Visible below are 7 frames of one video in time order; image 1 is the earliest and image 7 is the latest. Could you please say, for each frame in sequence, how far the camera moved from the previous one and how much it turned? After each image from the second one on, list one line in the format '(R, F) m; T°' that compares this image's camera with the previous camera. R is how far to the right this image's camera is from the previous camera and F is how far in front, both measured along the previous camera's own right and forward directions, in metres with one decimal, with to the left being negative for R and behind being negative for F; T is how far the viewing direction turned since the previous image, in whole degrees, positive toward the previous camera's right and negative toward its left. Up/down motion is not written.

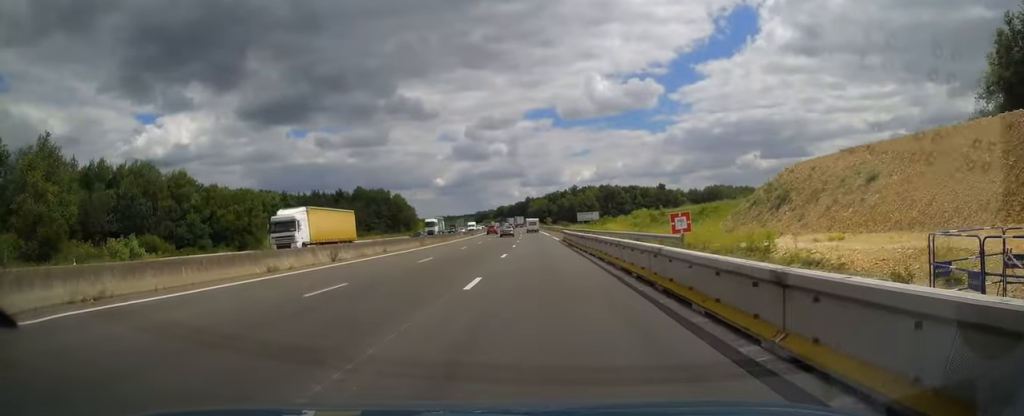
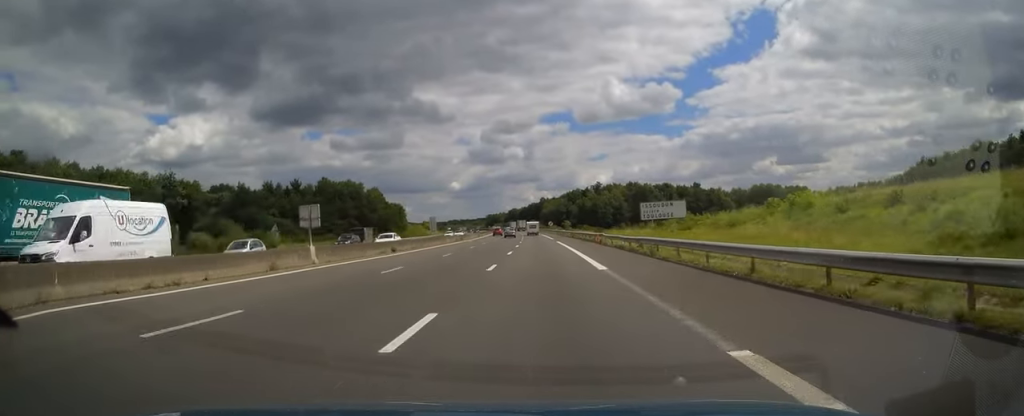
(-0.7, +59.3) m; -1°
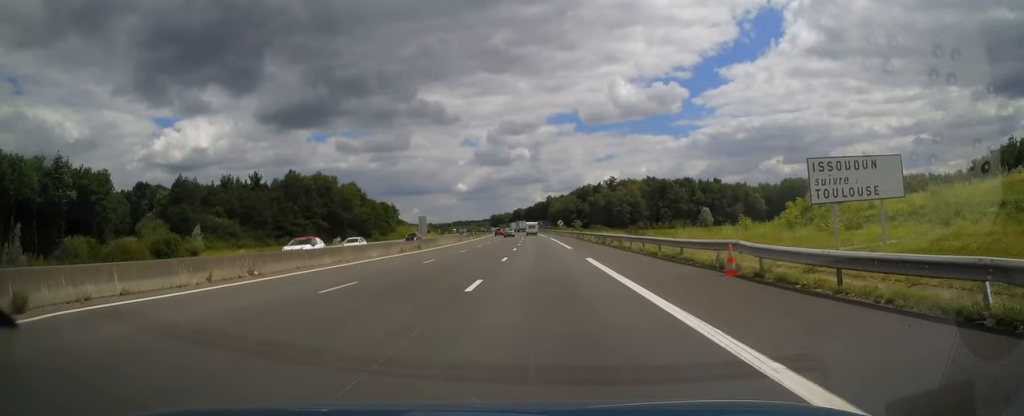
(-0.3, +32.3) m; -1°
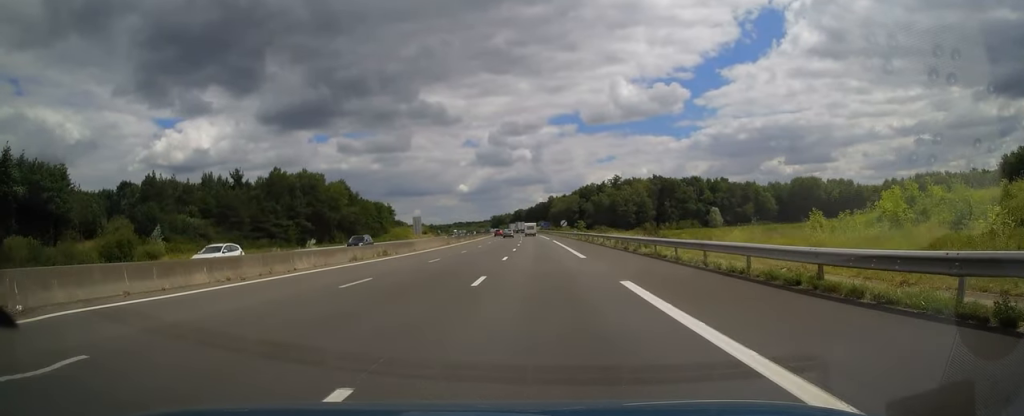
(-0.1, +11.3) m; 0°
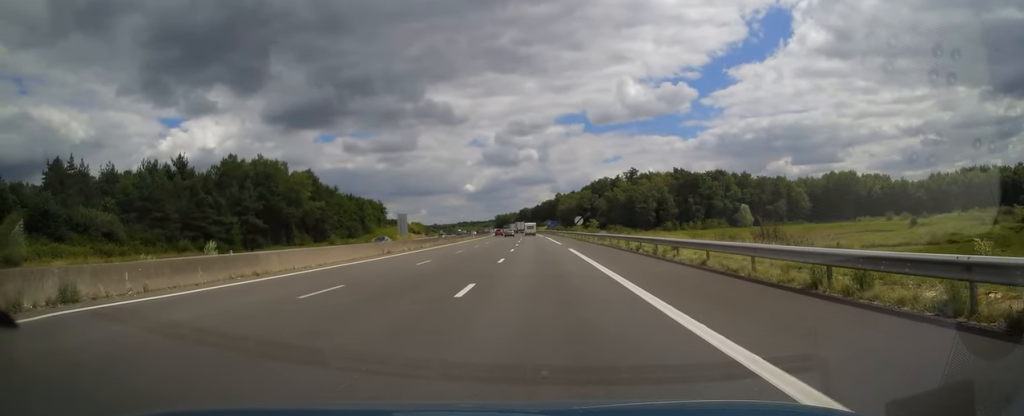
(-0.1, +28.4) m; 0°
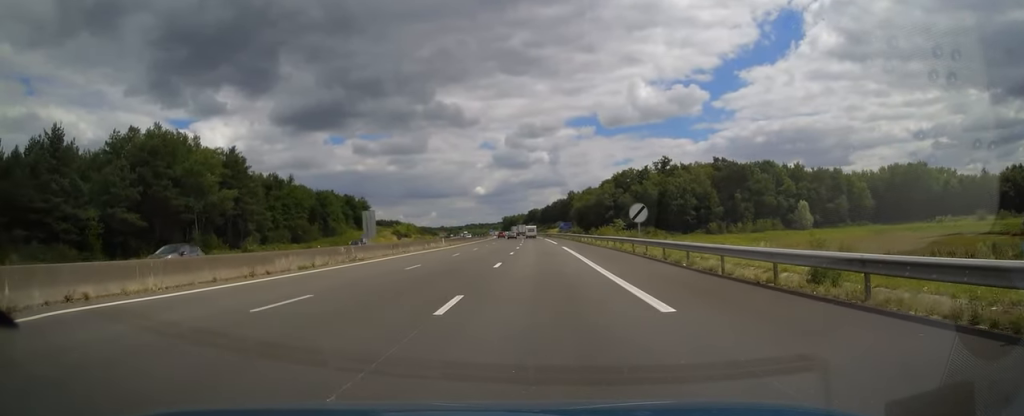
(-0.2, +41.1) m; -1°
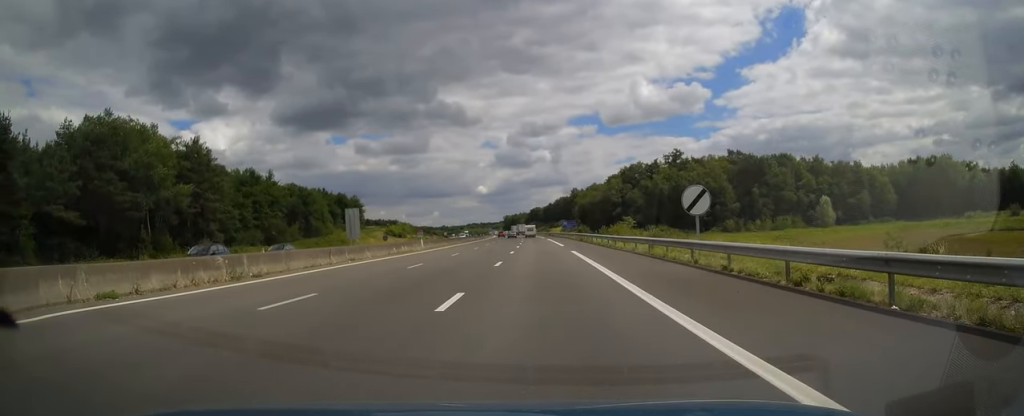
(-0.1, +12.6) m; 0°
